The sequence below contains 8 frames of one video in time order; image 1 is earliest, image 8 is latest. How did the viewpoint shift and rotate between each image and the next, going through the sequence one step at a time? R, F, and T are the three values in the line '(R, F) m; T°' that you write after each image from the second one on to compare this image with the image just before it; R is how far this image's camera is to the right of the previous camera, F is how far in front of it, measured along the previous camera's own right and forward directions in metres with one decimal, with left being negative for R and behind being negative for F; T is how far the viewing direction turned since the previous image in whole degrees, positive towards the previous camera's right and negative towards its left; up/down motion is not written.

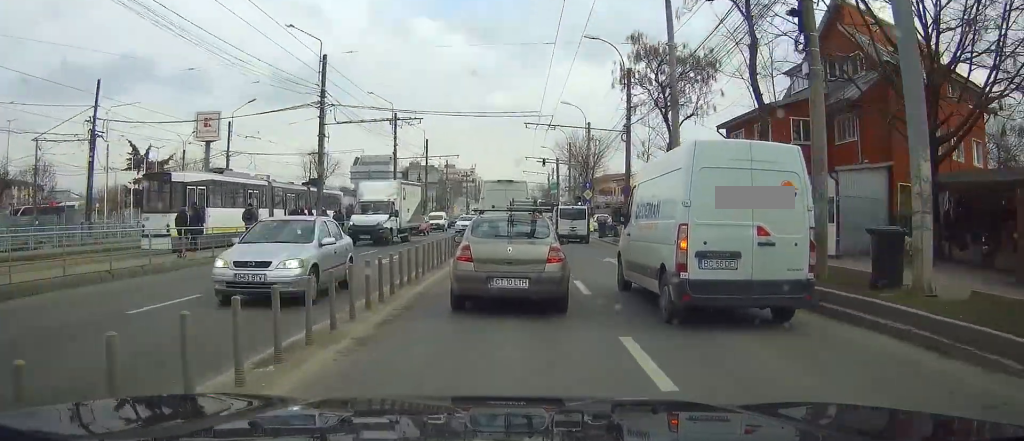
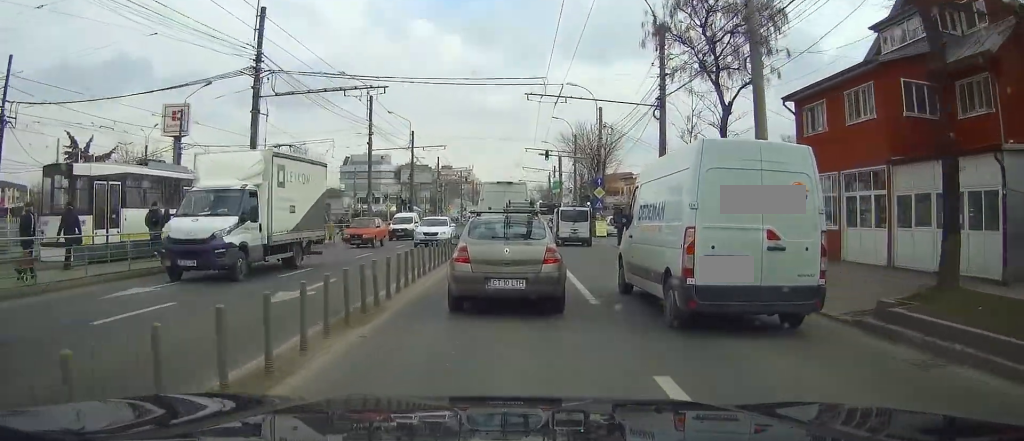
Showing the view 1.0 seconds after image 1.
(-0.1, +9.5) m; 0°
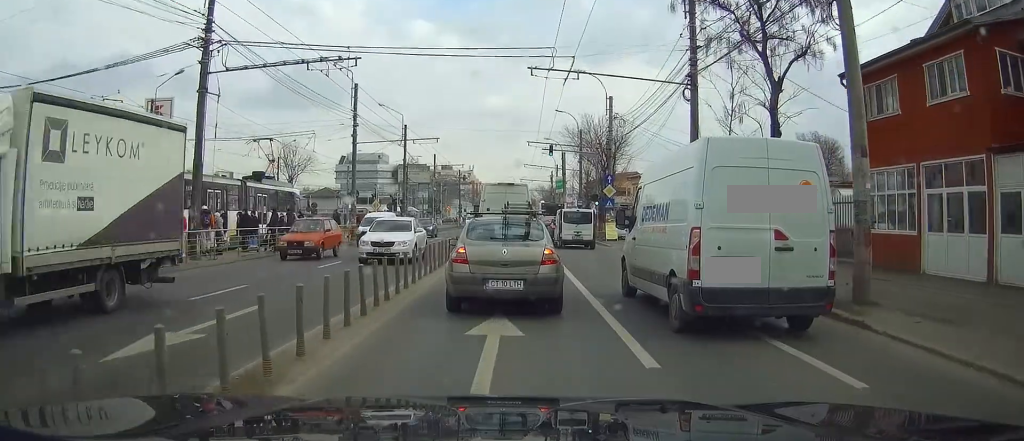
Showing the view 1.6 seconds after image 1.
(0.0, +5.1) m; 0°
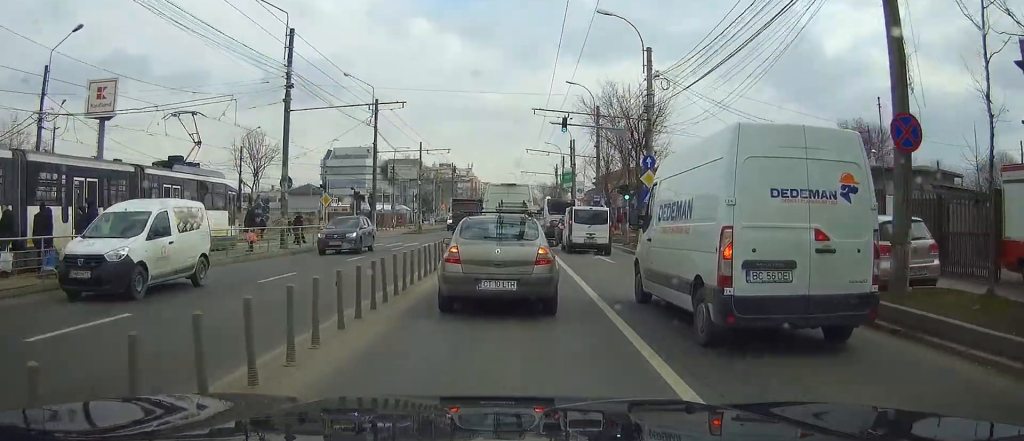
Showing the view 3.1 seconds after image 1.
(-0.2, +13.3) m; 0°
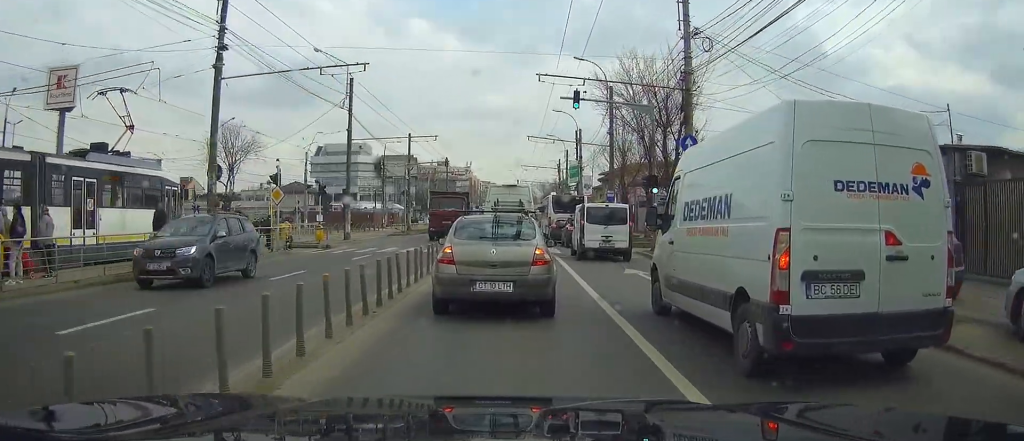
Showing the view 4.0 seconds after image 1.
(+0.2, +7.5) m; +2°
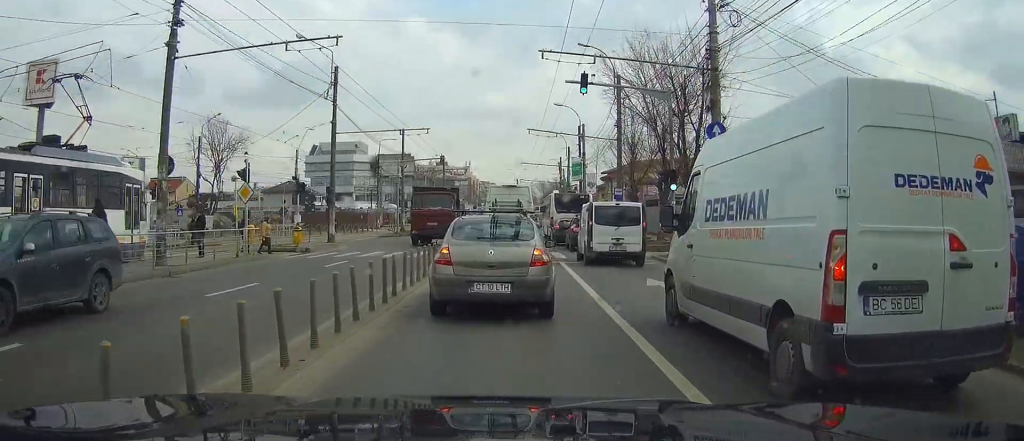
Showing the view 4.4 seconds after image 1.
(0.0, +3.4) m; 0°
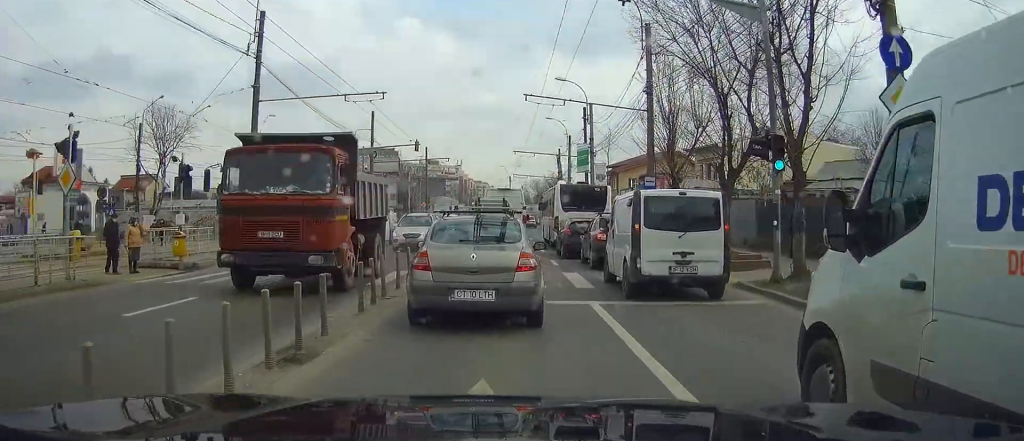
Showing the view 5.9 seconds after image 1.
(+0.1, +10.9) m; -1°
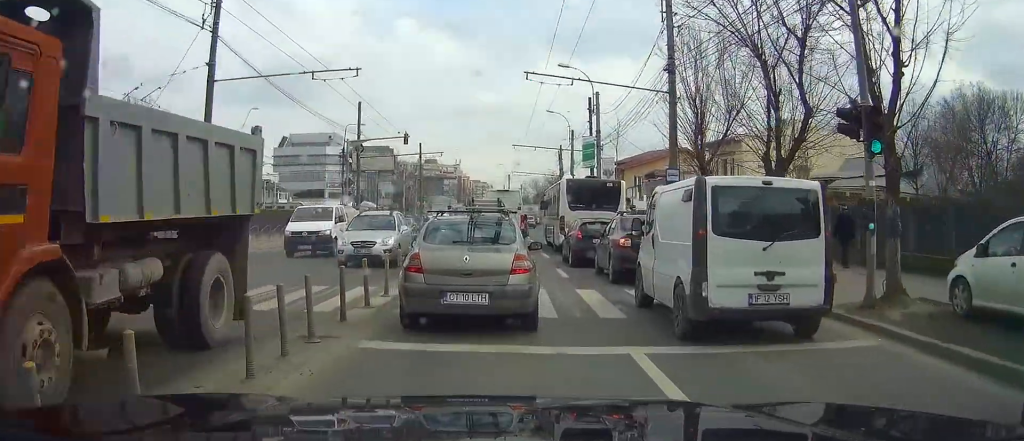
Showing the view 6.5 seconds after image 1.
(-0.1, +4.3) m; -1°
